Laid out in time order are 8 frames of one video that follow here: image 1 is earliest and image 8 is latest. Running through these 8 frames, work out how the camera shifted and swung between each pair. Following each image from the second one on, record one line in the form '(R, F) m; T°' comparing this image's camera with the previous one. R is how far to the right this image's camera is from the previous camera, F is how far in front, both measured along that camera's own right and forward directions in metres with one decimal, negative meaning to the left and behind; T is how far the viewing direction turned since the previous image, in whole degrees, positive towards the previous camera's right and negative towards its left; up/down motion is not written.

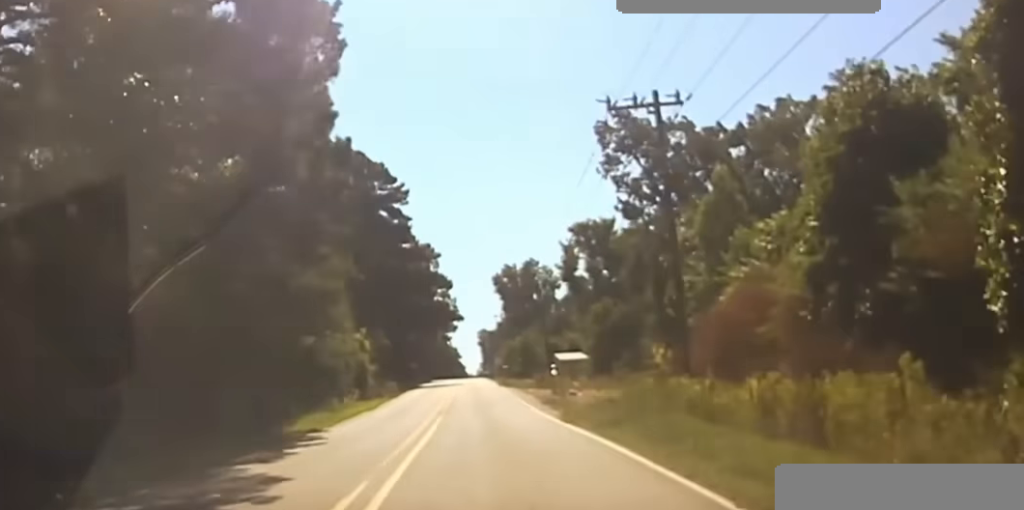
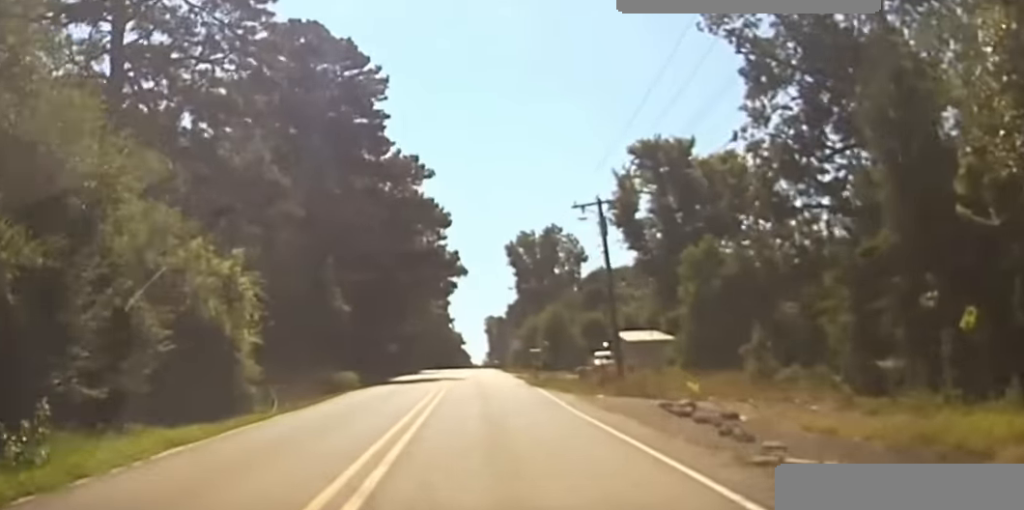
(-0.1, +36.8) m; 0°
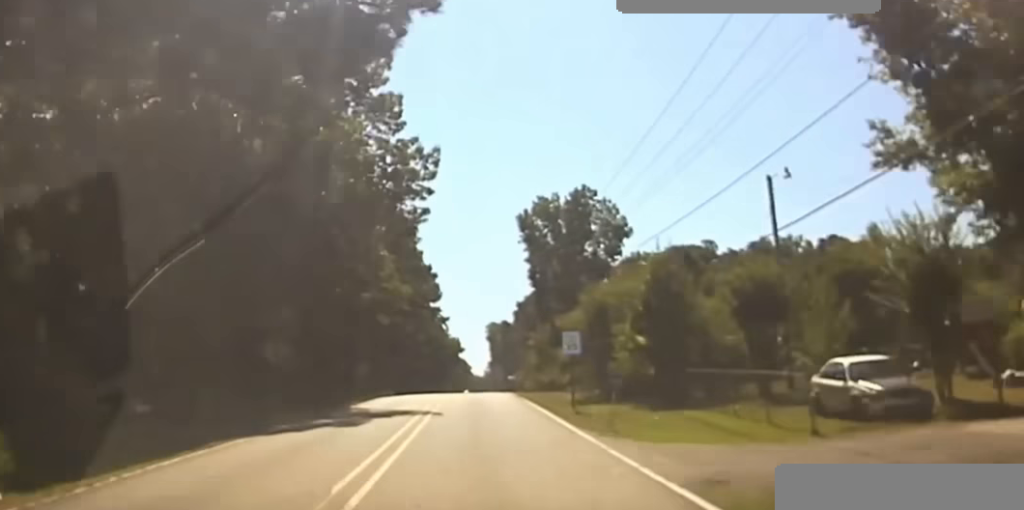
(+0.1, +47.2) m; 0°
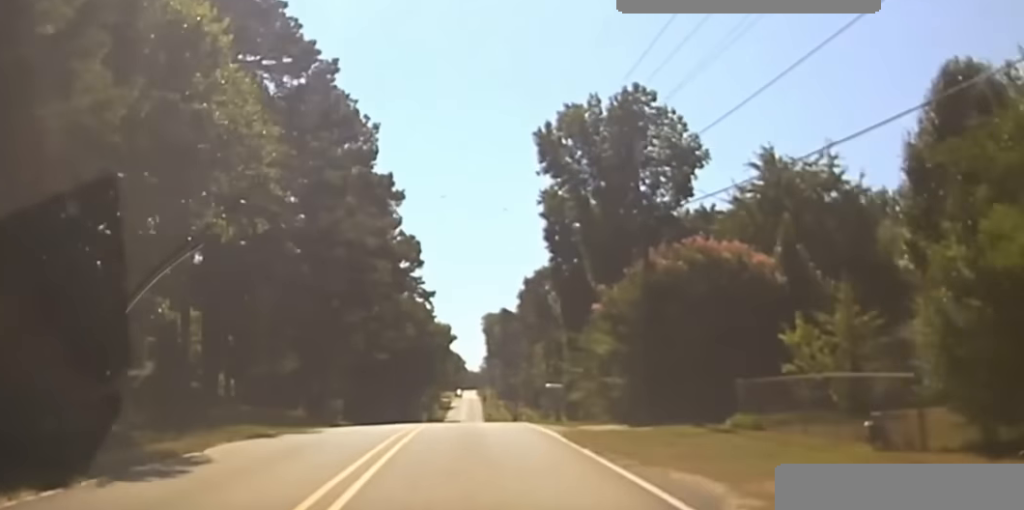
(0.0, +42.7) m; 0°
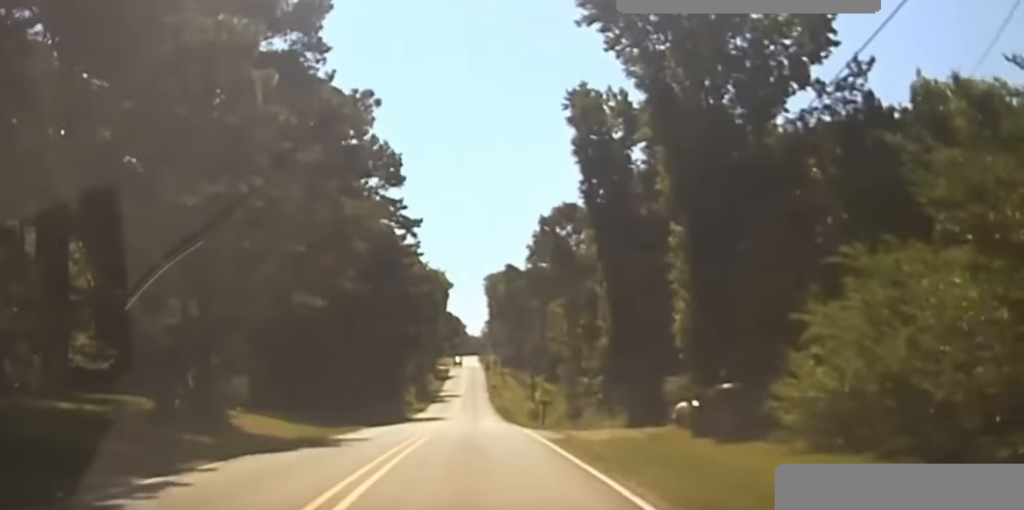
(0.0, +30.7) m; 0°
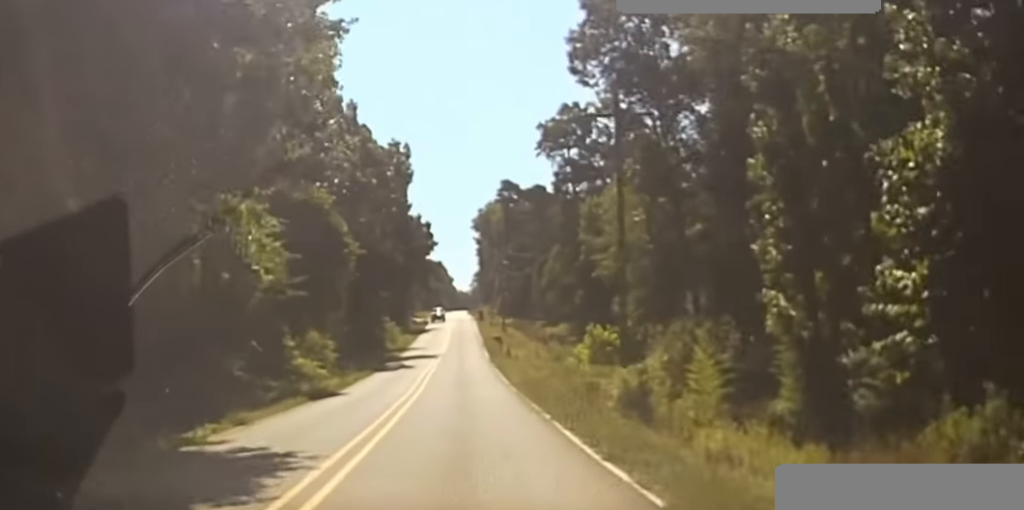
(0.0, +59.4) m; 0°
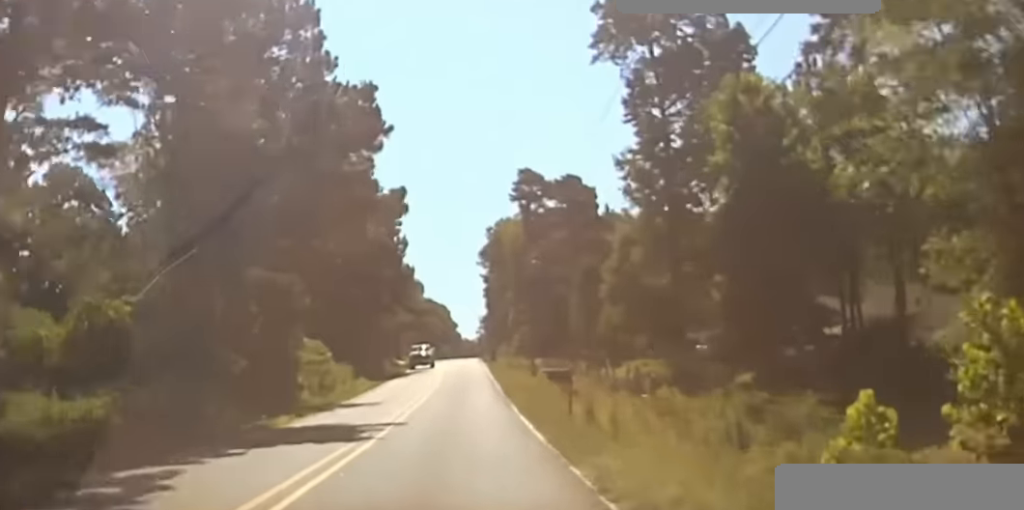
(0.0, +49.5) m; 0°
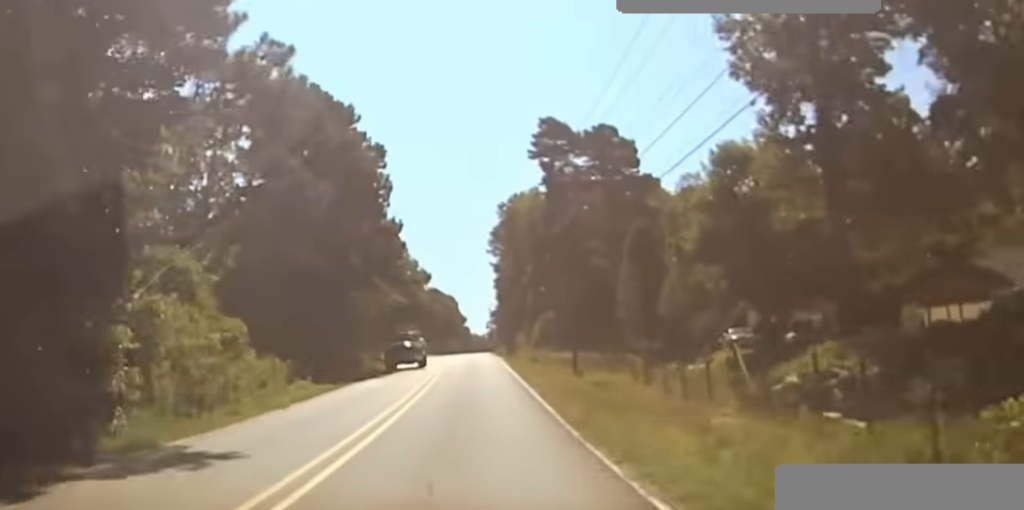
(0.0, +23.9) m; 0°
